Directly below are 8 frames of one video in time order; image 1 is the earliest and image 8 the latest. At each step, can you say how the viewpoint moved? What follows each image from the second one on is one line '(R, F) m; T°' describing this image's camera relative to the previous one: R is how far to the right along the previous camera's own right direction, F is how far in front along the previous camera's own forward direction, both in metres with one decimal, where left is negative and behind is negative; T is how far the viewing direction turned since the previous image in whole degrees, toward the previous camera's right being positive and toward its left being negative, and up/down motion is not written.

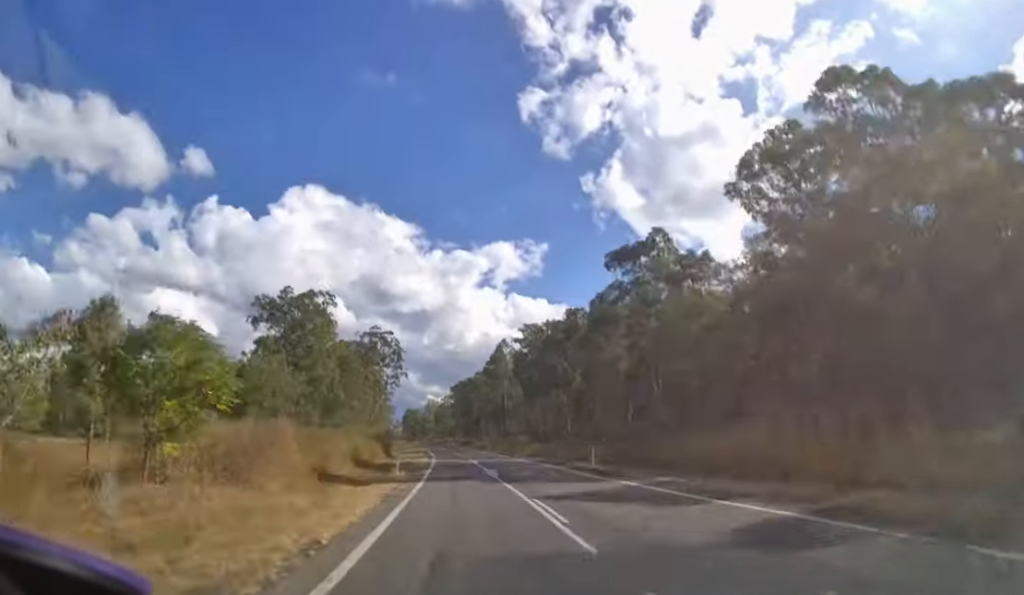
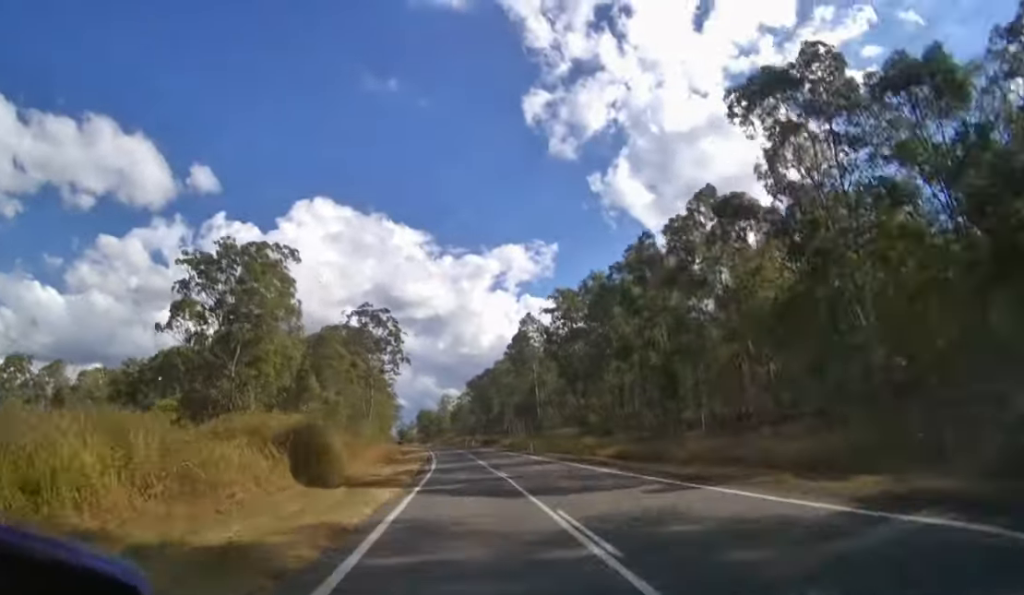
(-0.5, +31.9) m; -2°
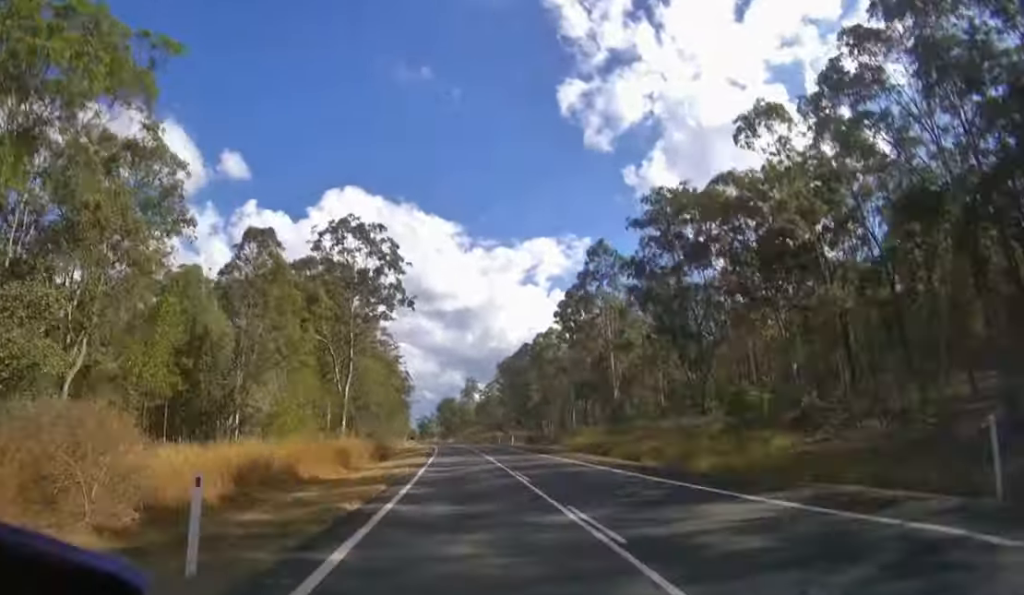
(-1.1, +38.1) m; -3°
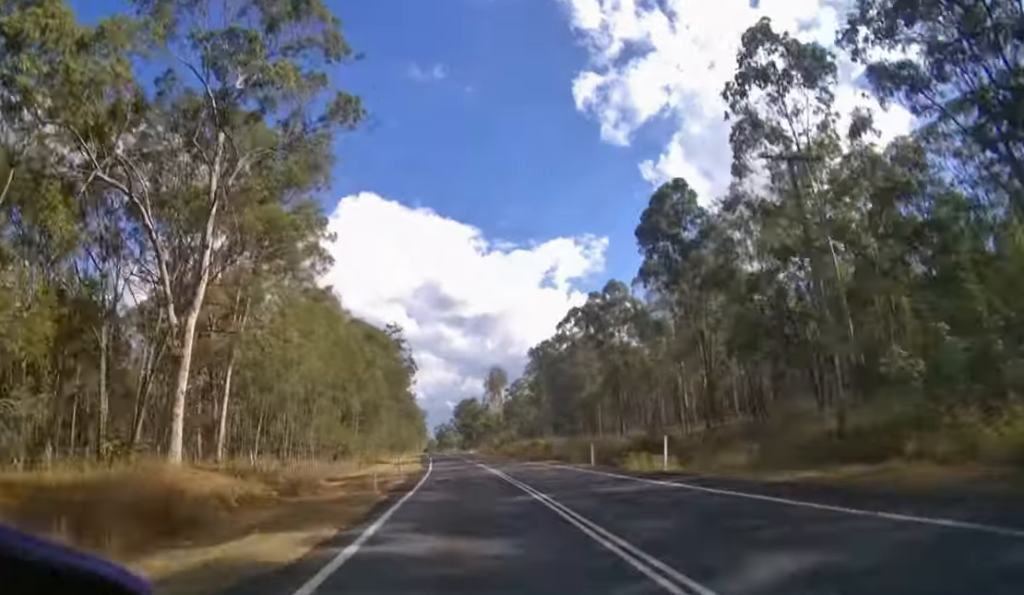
(-0.9, +36.3) m; -3°
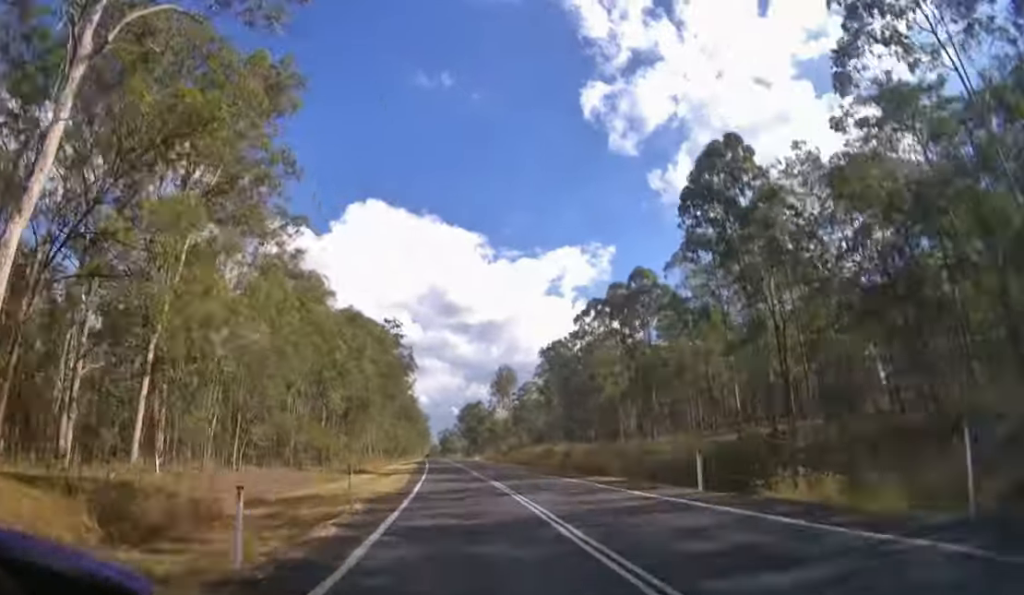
(-0.1, +9.6) m; -1°
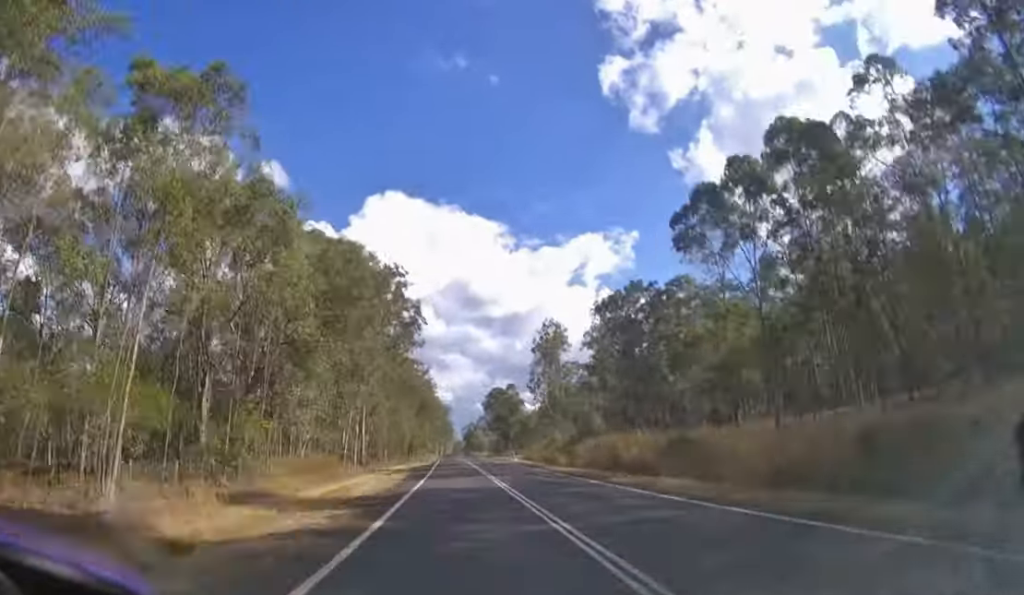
(-0.6, +27.1) m; -2°
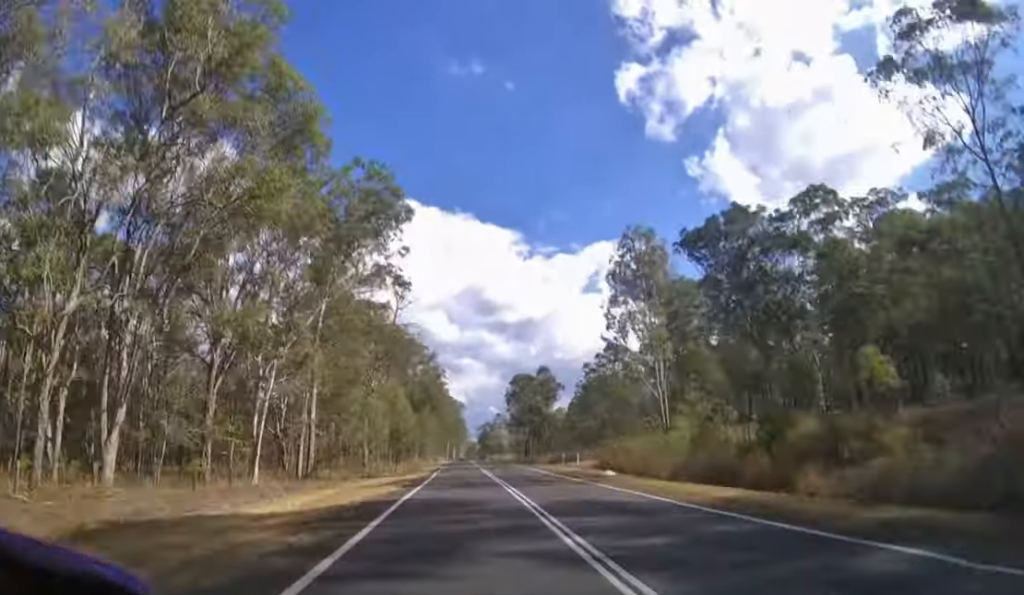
(-0.4, +26.5) m; -2°
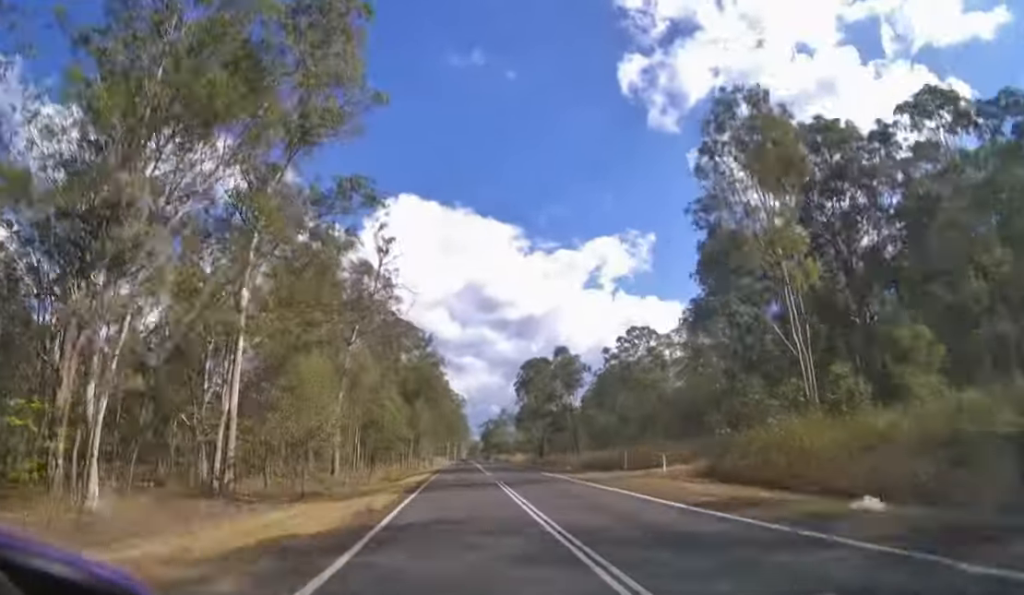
(-0.1, +15.0) m; 0°
